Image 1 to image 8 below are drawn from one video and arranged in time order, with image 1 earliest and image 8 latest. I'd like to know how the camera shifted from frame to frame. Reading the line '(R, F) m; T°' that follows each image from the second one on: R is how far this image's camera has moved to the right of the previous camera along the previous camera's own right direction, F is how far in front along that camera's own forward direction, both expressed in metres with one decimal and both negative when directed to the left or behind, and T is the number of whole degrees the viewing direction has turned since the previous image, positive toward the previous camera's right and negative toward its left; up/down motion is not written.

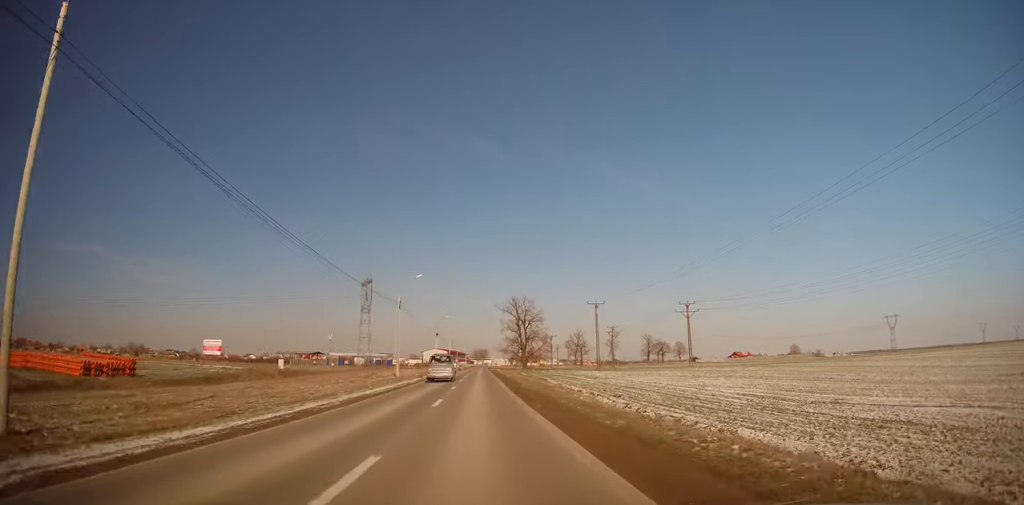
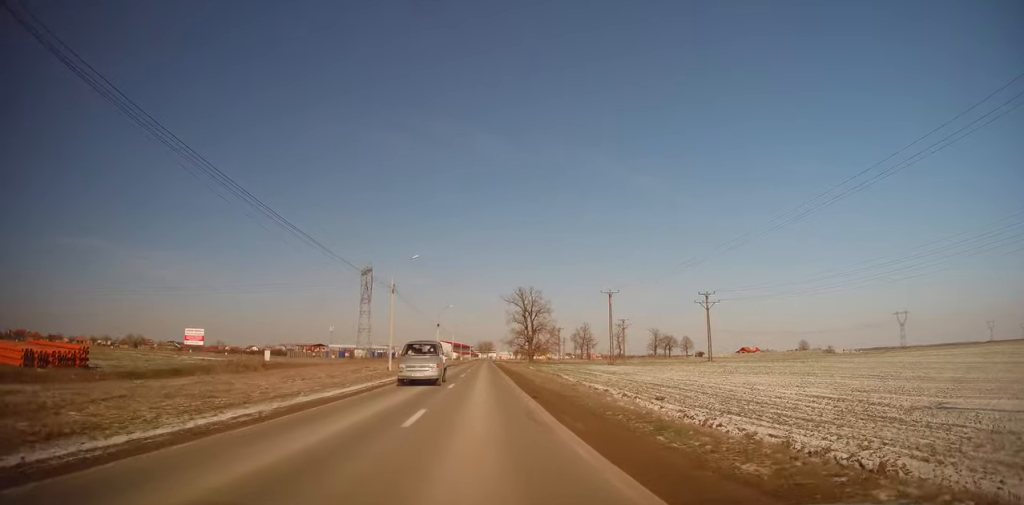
(0.0, +5.5) m; -1°
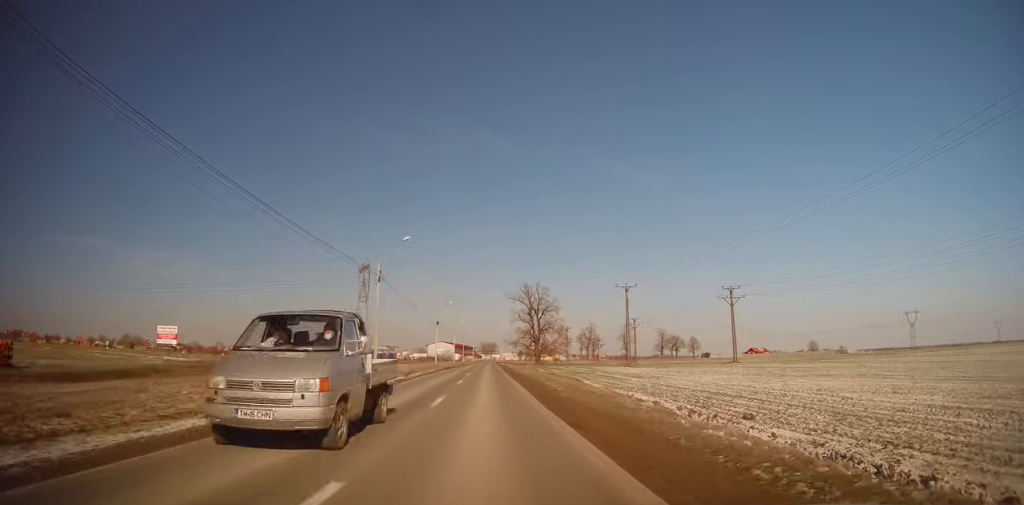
(-0.3, +7.0) m; 0°
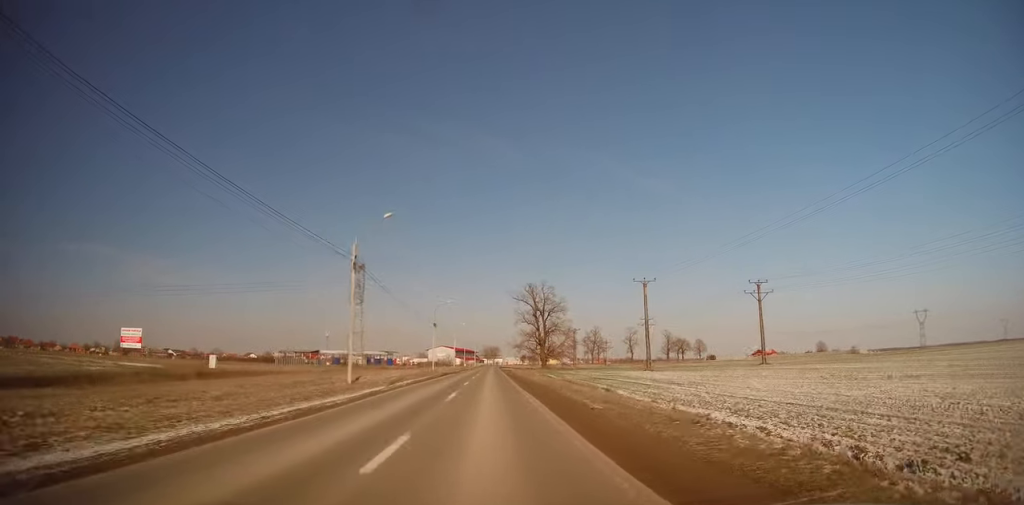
(+0.2, +8.0) m; +1°
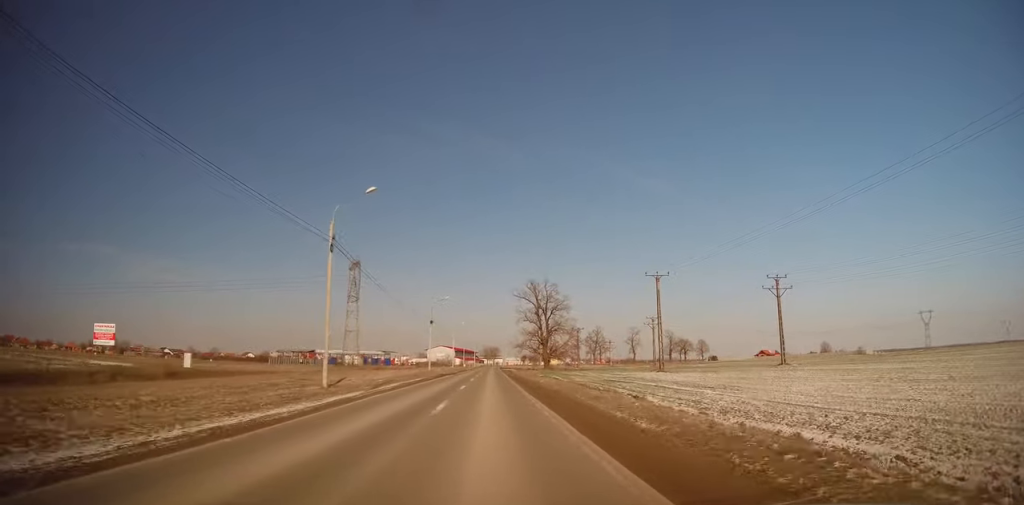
(+0.1, +4.7) m; 0°
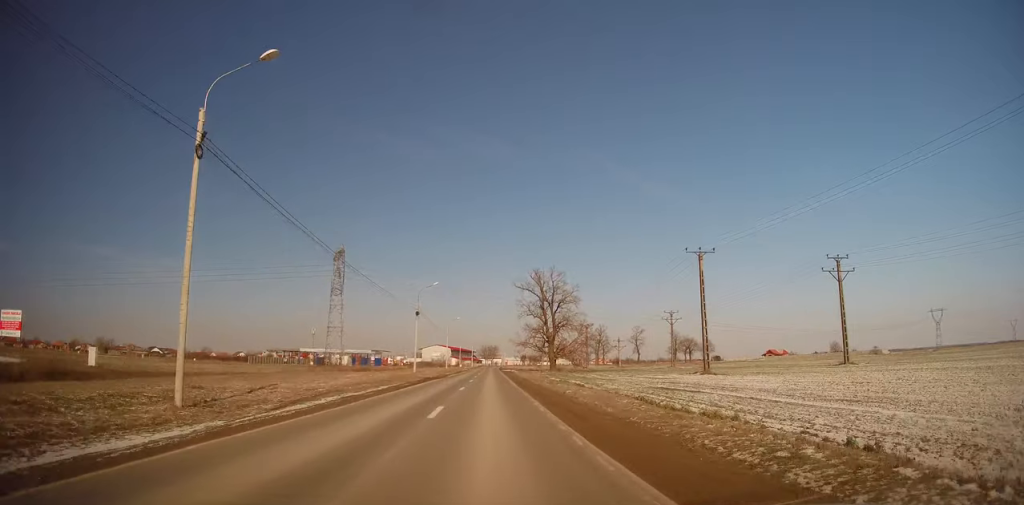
(-0.1, +12.8) m; 0°
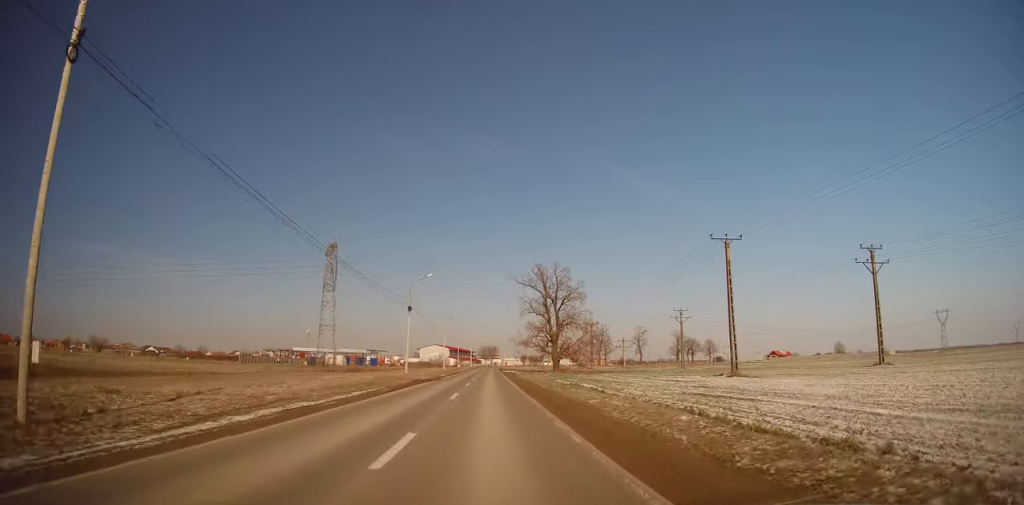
(0.0, +5.5) m; 0°
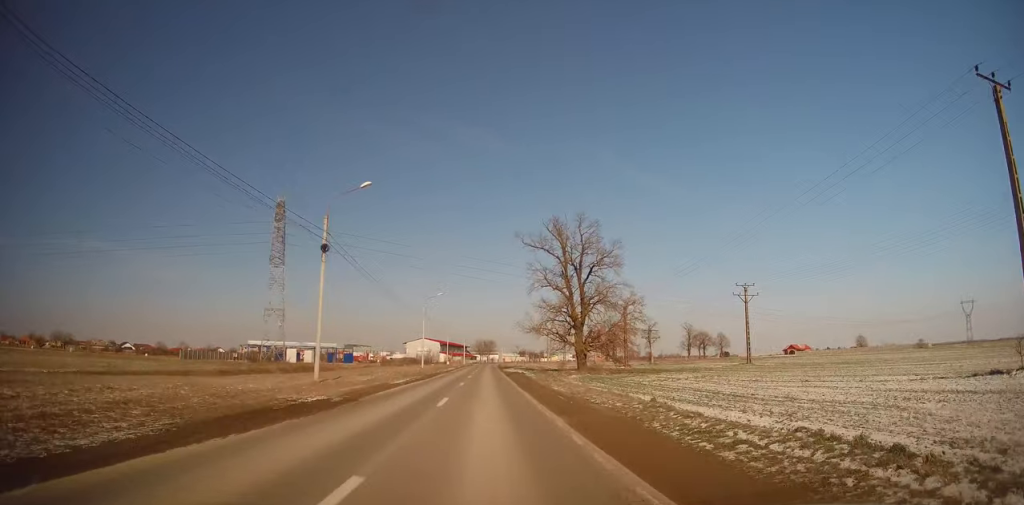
(-0.2, +25.8) m; 0°
